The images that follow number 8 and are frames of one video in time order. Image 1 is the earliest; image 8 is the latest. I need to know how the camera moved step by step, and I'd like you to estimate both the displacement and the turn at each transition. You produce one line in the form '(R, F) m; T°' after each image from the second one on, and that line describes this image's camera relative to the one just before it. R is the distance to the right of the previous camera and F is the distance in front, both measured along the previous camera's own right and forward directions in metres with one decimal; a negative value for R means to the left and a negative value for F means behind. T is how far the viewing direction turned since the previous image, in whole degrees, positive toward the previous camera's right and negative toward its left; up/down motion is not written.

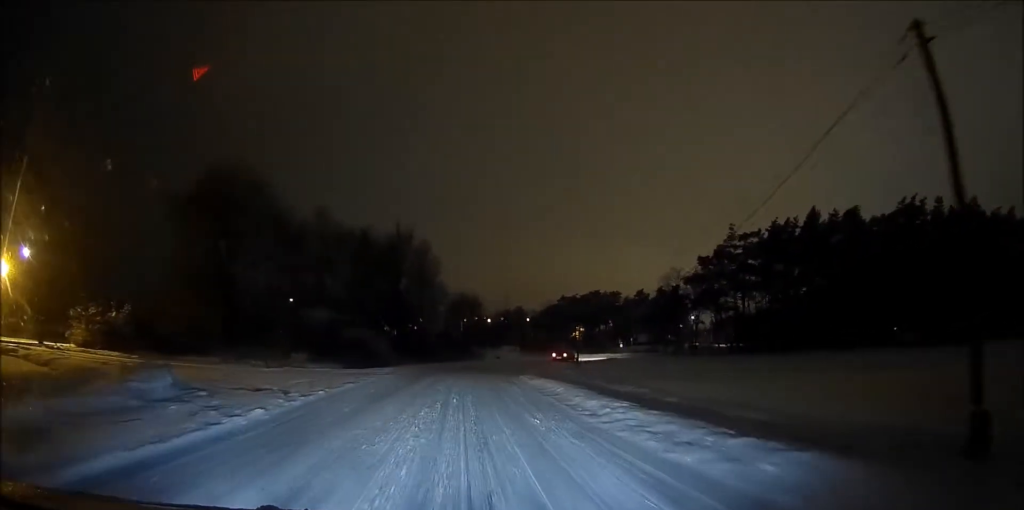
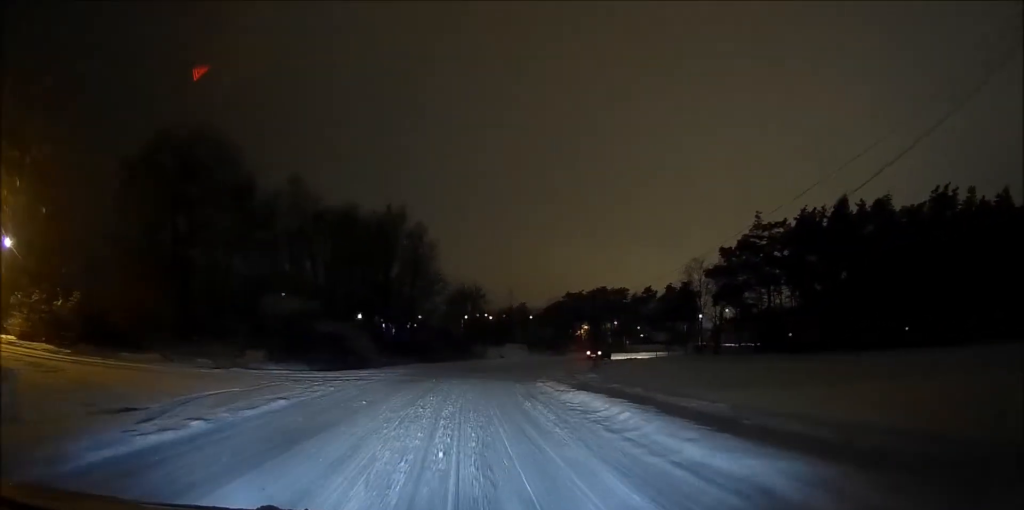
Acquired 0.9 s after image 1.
(+0.1, +8.4) m; +1°
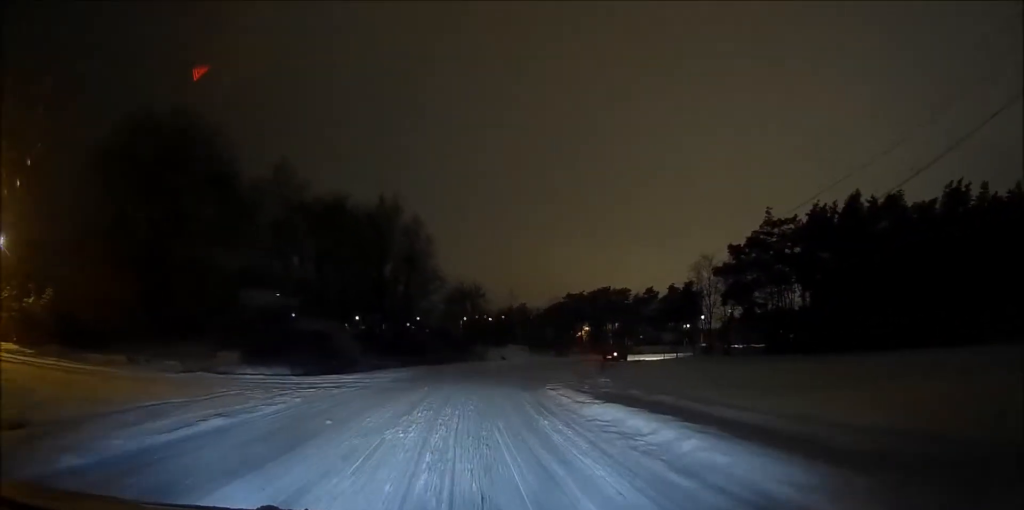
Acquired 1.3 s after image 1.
(+0.1, +3.6) m; 0°
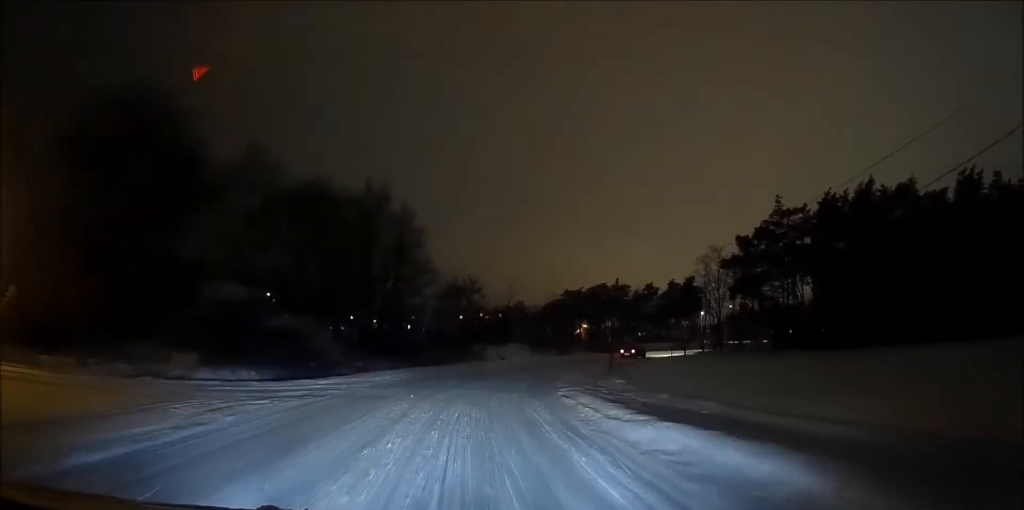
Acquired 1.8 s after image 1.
(0.0, +4.2) m; +1°
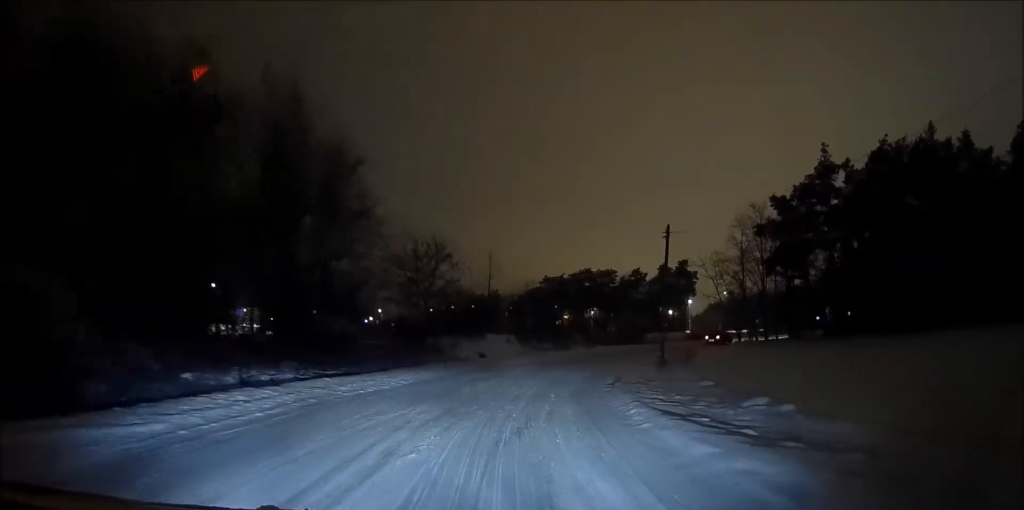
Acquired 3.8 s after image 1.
(+0.4, +17.4) m; +3°
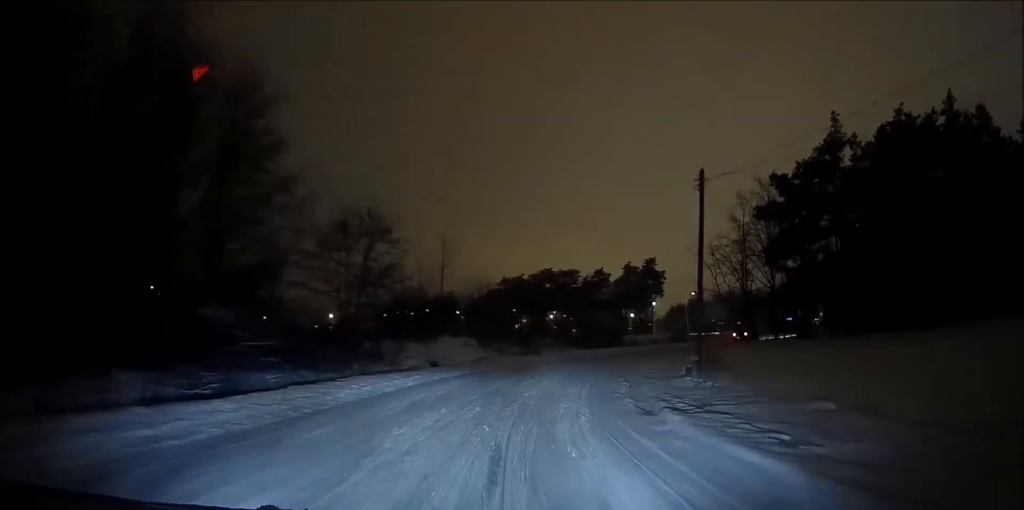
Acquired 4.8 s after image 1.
(0.0, +9.0) m; +2°
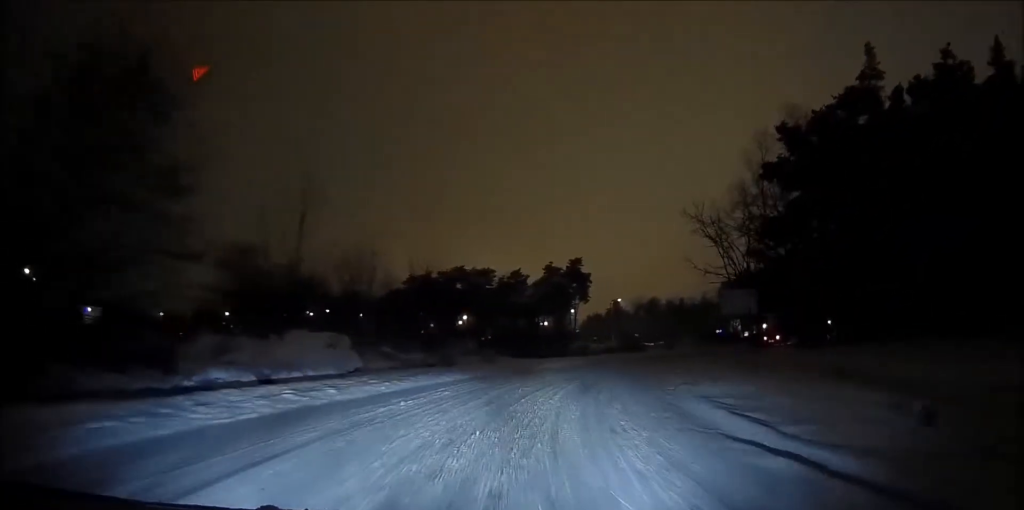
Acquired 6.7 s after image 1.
(+1.2, +15.4) m; +11°
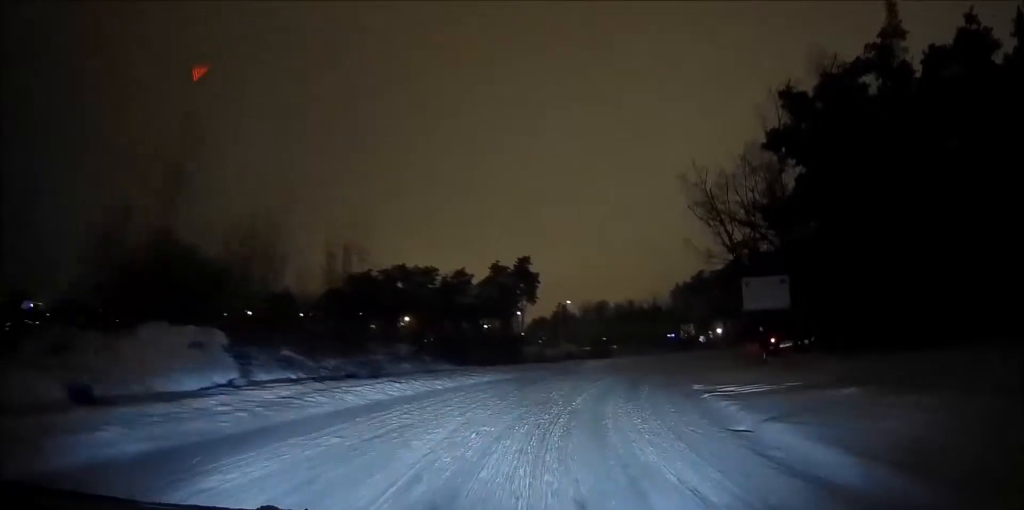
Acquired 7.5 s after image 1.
(+0.3, +7.0) m; +5°
